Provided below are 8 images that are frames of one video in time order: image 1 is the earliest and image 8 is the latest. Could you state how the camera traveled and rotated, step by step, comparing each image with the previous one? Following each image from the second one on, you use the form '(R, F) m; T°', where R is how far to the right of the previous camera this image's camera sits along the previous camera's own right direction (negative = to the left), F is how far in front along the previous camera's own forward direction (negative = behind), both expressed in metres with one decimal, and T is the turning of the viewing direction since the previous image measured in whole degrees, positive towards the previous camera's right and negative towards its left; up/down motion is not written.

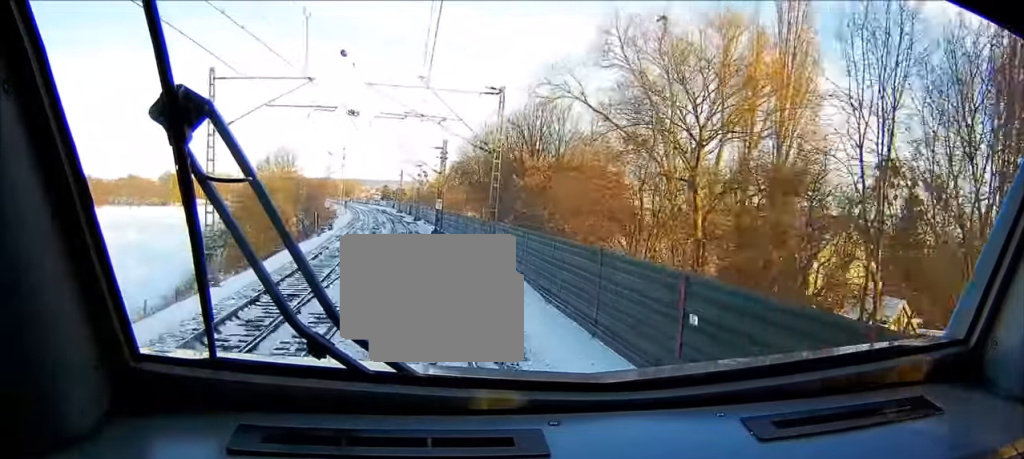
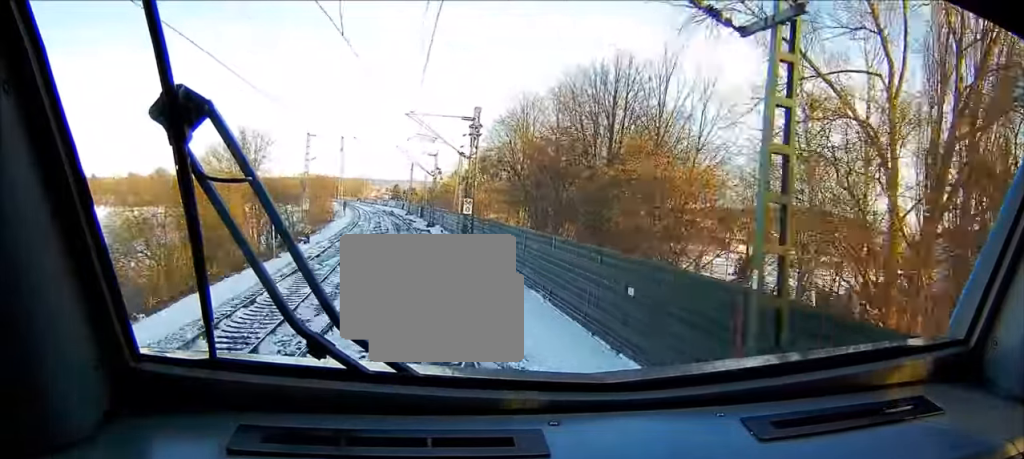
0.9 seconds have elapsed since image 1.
(0.0, +22.8) m; 0°
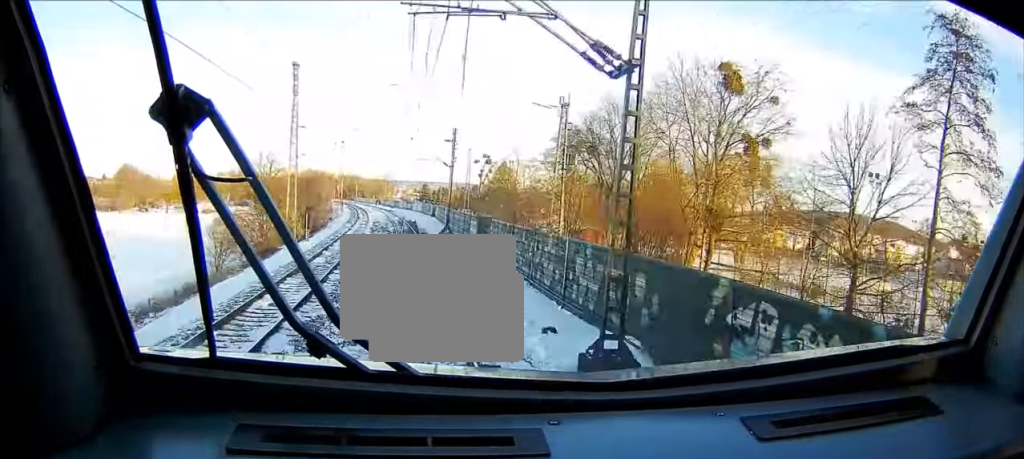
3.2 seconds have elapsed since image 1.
(-1.1, +61.0) m; -2°
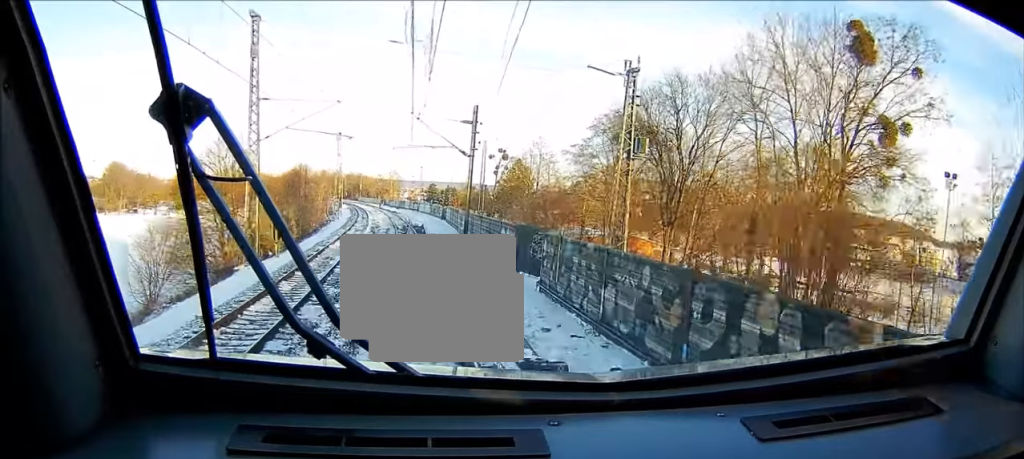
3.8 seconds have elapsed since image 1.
(-0.1, +14.3) m; -1°
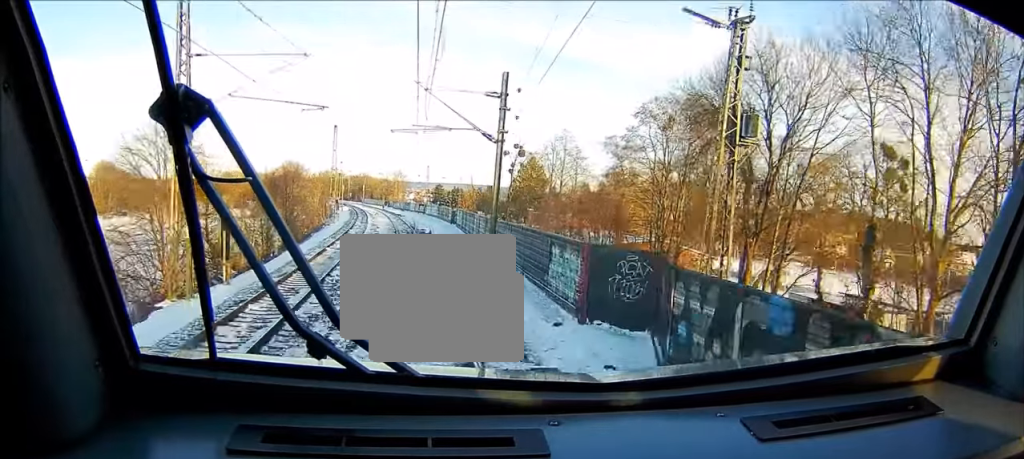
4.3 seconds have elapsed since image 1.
(-0.1, +12.5) m; 0°
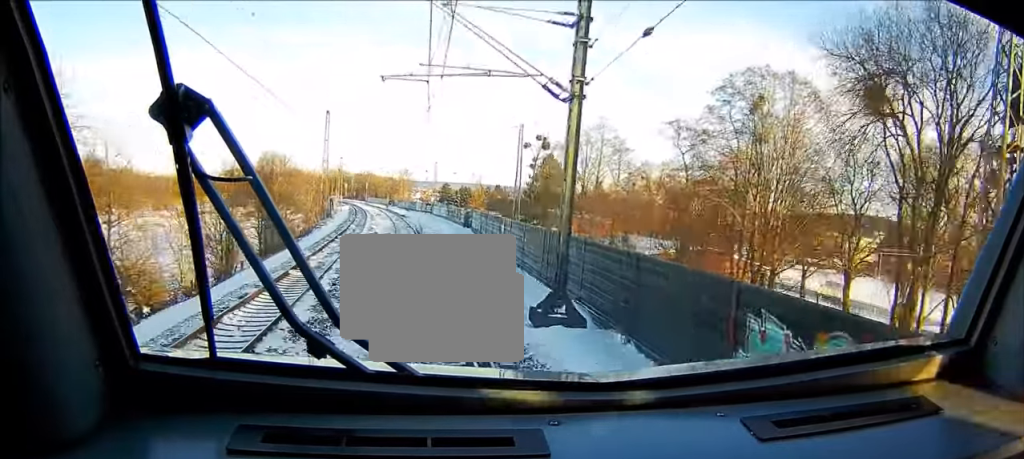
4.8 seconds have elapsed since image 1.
(0.0, +13.2) m; 0°
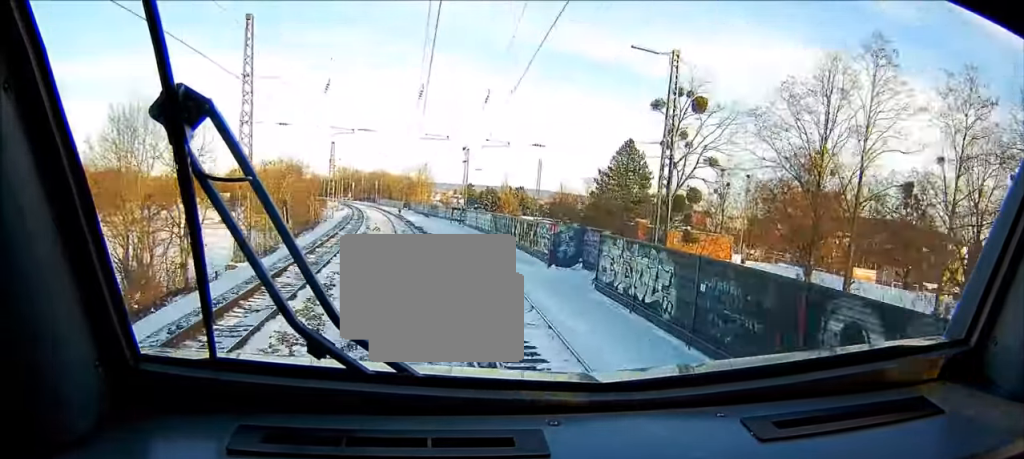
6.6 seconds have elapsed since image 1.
(-0.6, +41.9) m; -2°
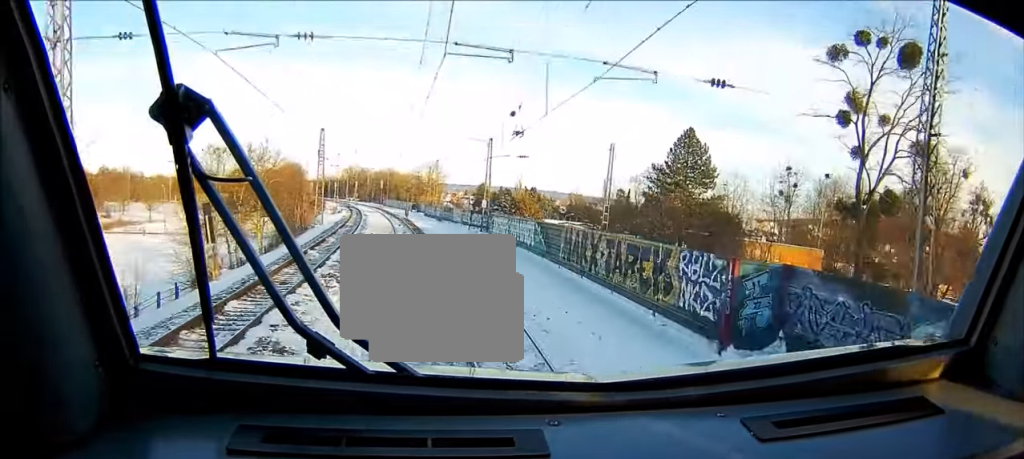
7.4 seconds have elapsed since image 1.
(-0.2, +19.5) m; -1°
